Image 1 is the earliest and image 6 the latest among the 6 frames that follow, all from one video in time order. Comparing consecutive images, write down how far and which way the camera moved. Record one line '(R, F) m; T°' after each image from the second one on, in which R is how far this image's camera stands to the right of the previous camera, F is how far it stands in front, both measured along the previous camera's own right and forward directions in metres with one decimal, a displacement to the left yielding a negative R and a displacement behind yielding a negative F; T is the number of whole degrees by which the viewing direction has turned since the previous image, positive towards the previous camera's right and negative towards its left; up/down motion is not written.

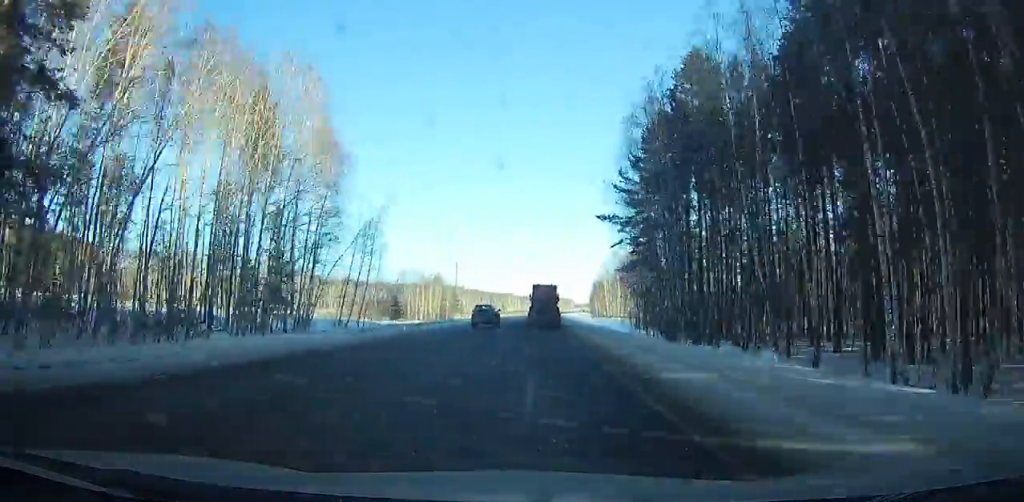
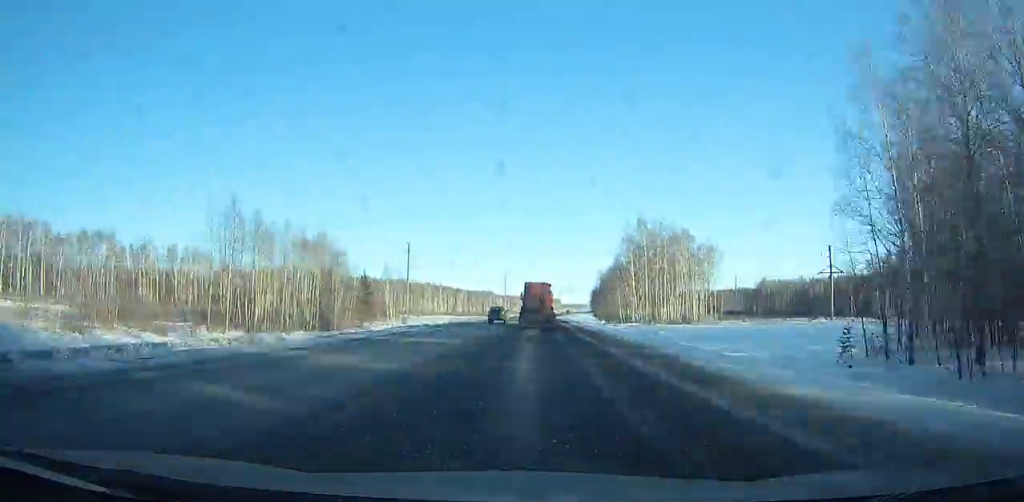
(+1.0, +76.9) m; +2°
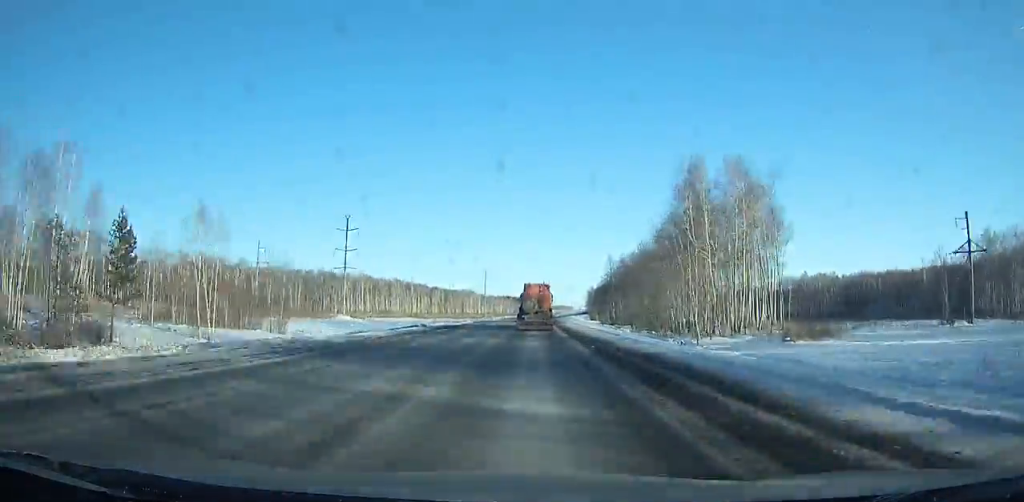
(+0.7, +59.7) m; +1°
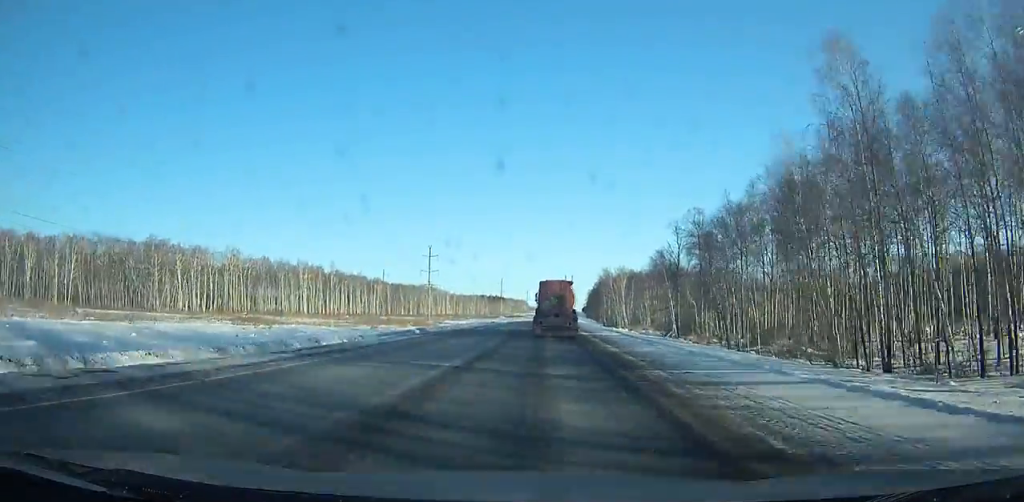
(+2.6, +127.7) m; +2°
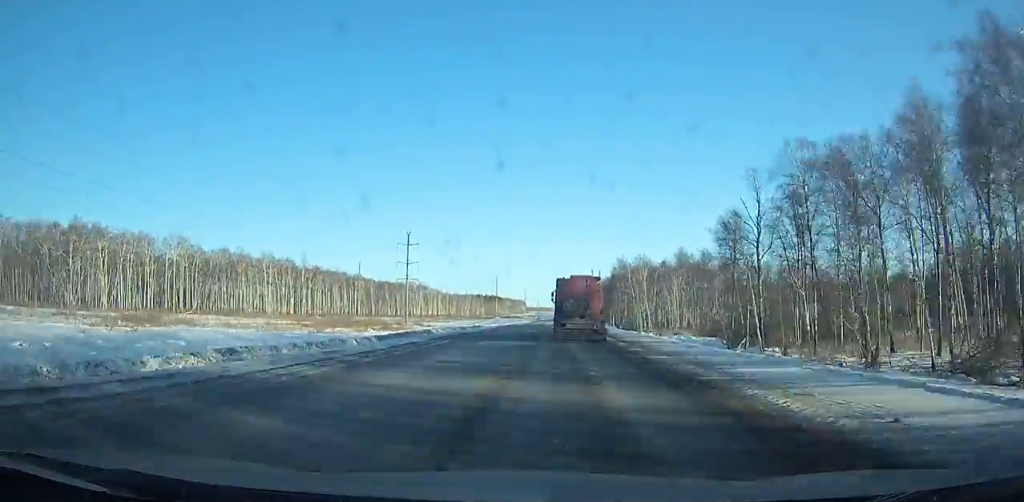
(+0.4, +33.8) m; 0°
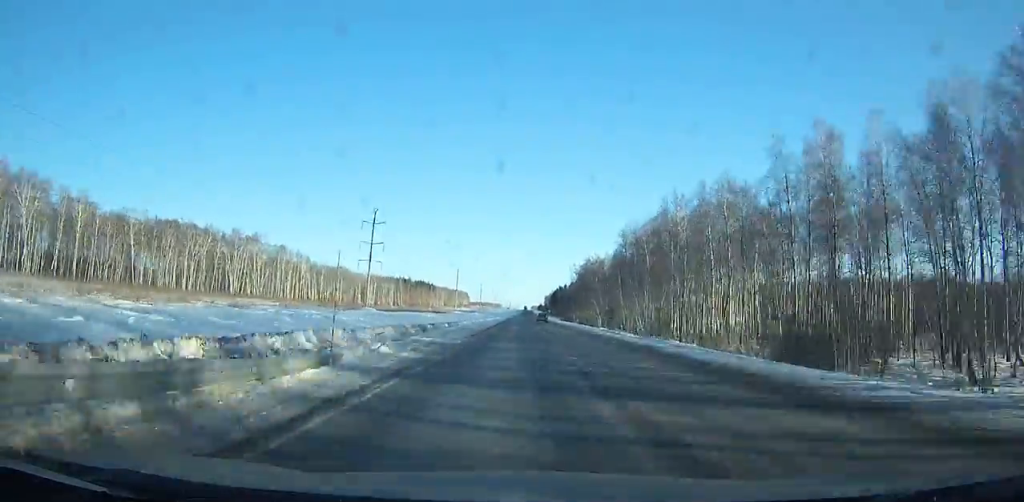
(+6.9, +191.2) m; +4°
